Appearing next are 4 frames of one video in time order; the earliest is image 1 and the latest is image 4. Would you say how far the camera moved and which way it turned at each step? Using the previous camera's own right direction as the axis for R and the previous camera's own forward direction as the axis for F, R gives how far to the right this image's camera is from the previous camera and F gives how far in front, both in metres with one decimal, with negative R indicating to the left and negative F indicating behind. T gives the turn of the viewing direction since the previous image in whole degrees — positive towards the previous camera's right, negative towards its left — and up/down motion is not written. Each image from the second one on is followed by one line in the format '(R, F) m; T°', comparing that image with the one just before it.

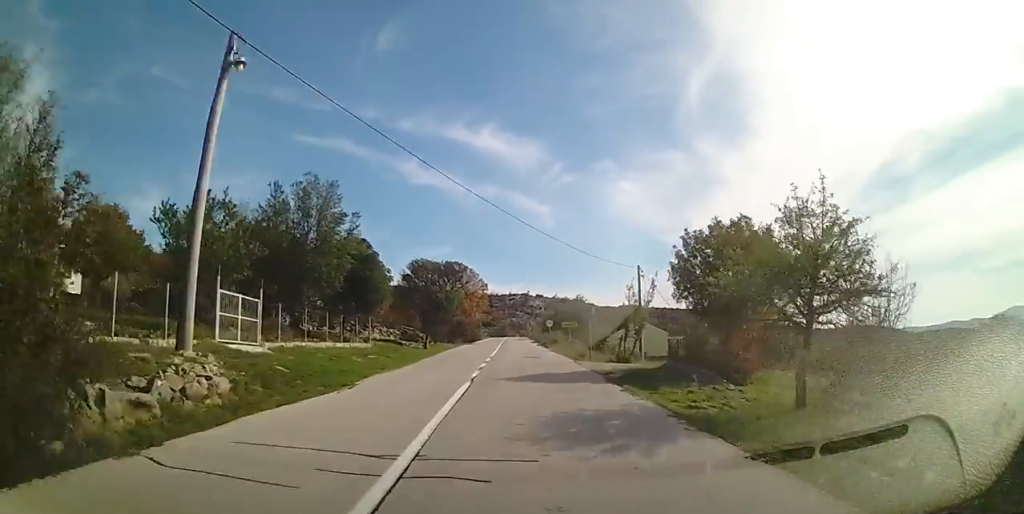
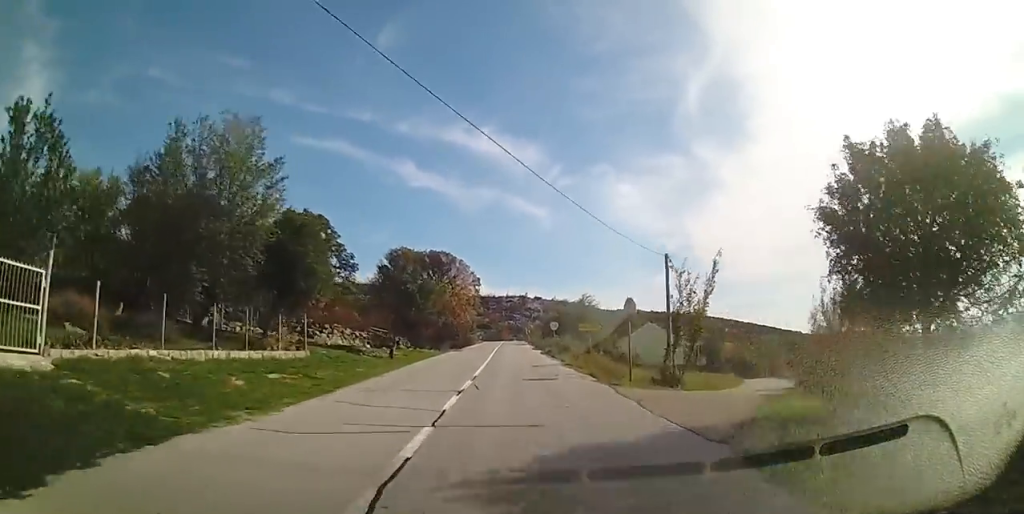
(+0.2, +9.0) m; +1°
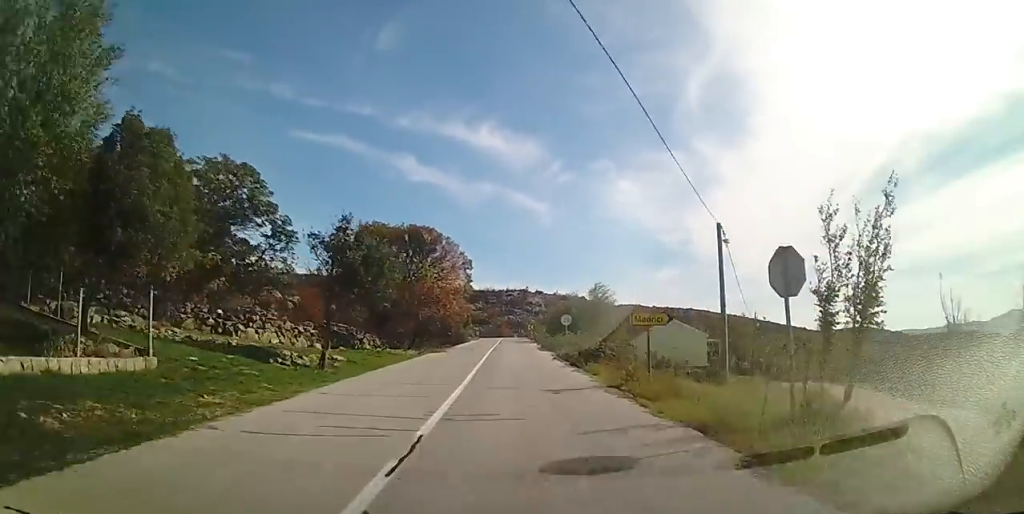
(0.0, +9.5) m; 0°
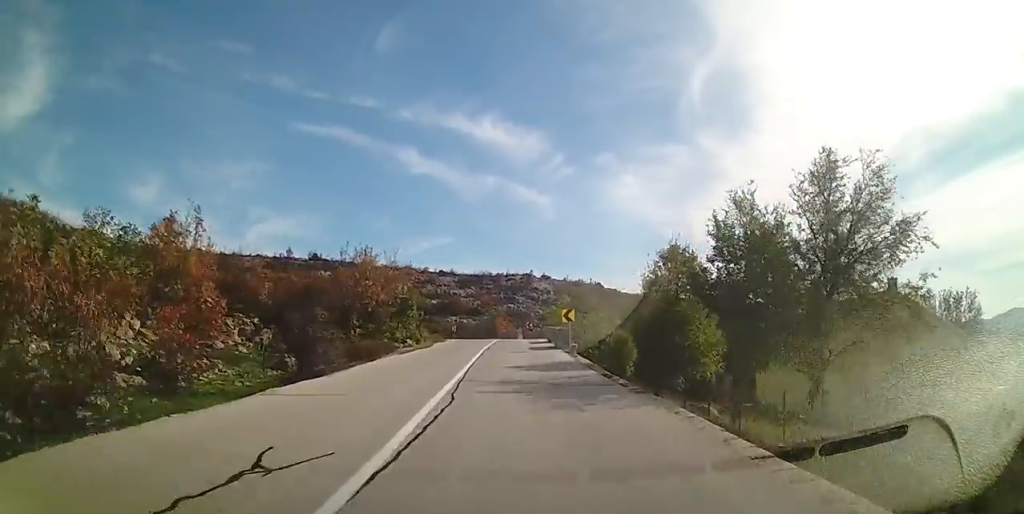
(-0.1, +41.6) m; 0°
